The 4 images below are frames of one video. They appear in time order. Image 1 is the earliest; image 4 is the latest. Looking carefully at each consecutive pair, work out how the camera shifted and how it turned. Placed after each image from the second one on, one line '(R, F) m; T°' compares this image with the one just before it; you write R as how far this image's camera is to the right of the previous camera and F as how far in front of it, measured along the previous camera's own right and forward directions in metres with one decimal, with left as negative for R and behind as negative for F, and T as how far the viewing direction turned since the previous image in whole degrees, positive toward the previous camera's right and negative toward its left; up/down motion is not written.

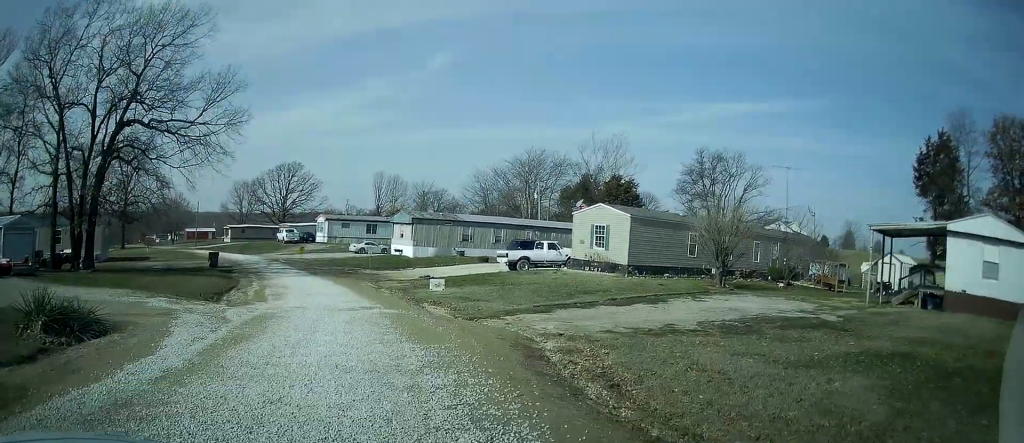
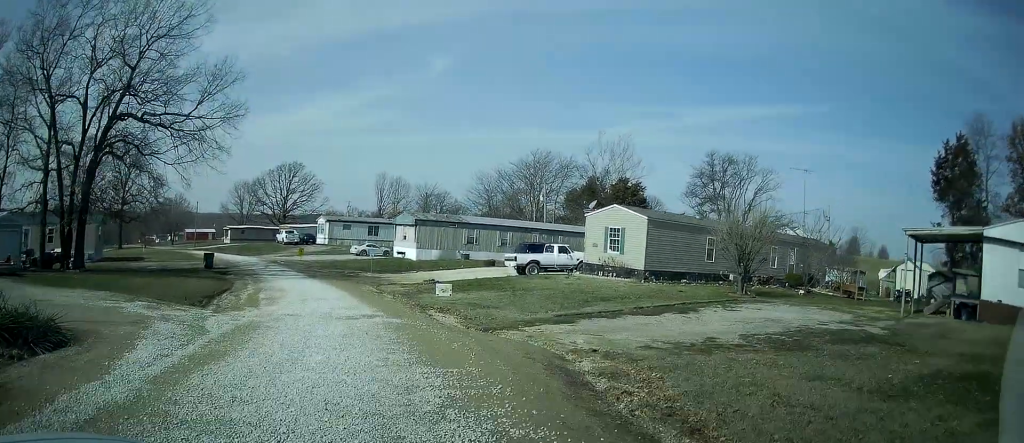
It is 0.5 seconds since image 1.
(+0.2, +1.9) m; 0°
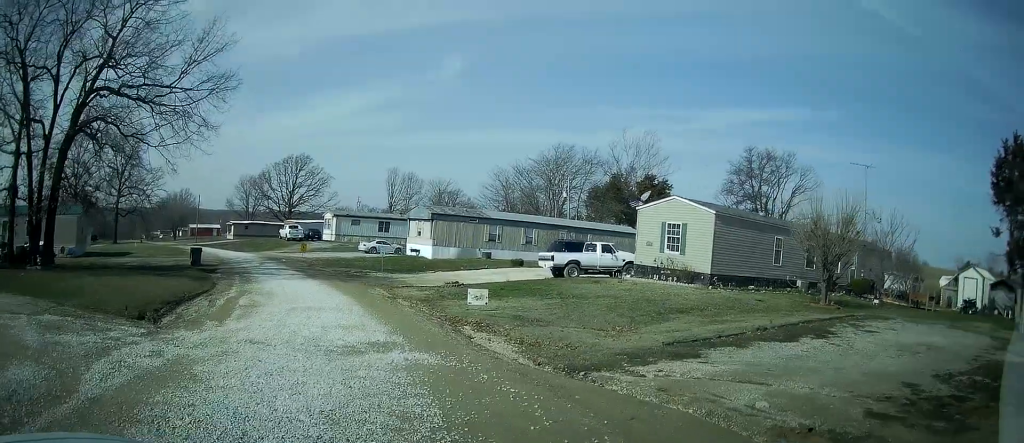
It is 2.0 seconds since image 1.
(-0.2, +5.7) m; 0°
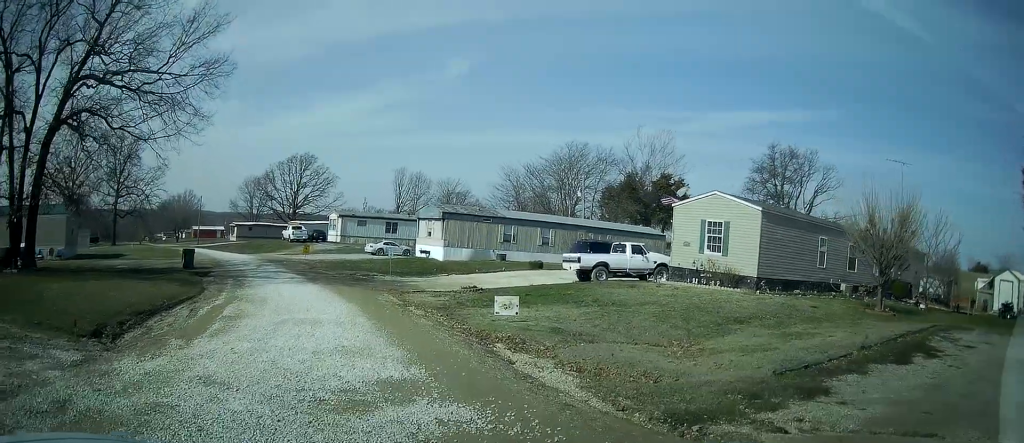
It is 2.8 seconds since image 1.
(+0.1, +2.9) m; -2°
